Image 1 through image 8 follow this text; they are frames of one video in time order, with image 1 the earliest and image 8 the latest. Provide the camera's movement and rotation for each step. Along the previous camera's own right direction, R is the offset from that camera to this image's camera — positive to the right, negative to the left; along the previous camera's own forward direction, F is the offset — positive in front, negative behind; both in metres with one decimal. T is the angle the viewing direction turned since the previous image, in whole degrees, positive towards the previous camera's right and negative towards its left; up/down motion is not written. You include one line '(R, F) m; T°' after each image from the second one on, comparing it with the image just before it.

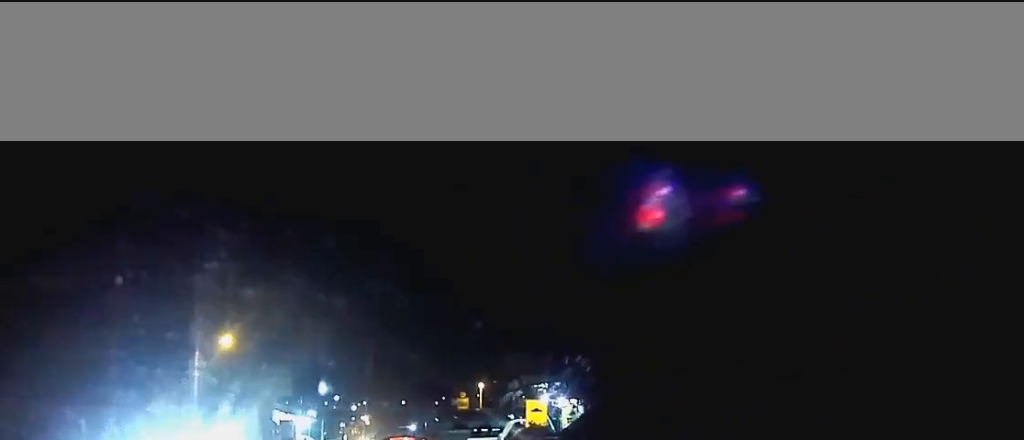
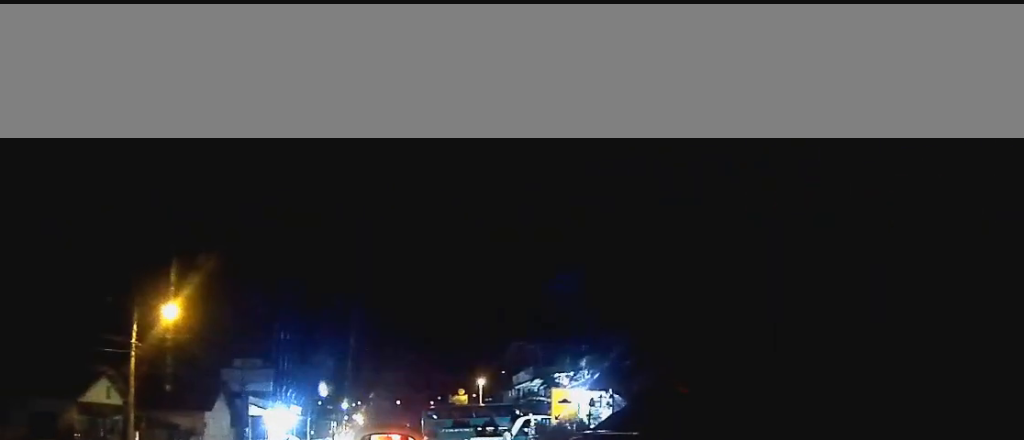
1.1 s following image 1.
(+0.1, +8.9) m; 0°
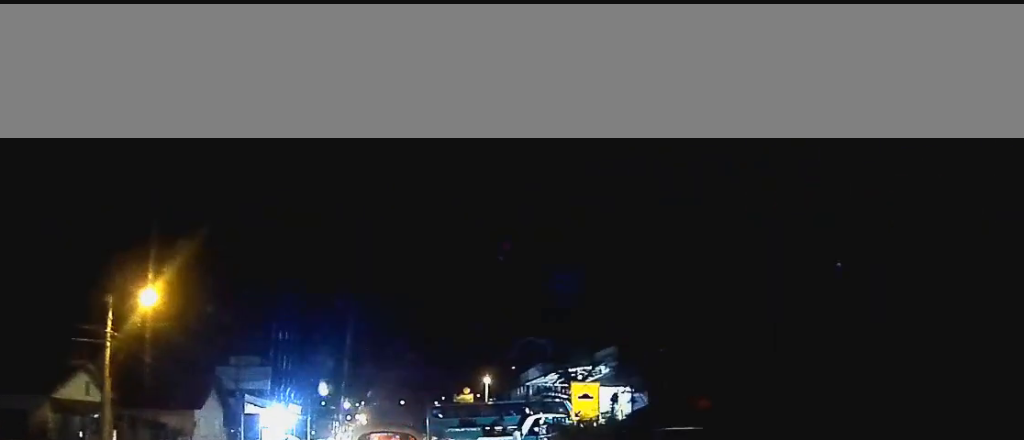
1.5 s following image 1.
(0.0, +3.2) m; 0°
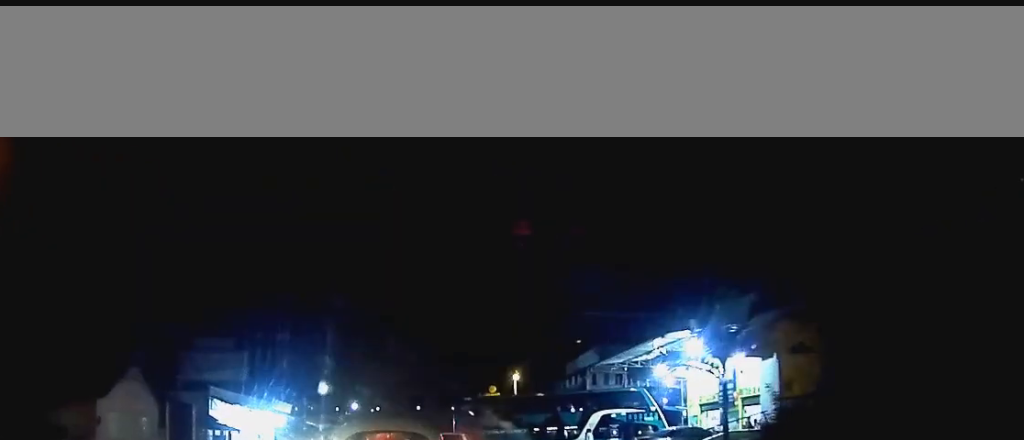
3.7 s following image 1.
(-0.4, +16.0) m; -3°
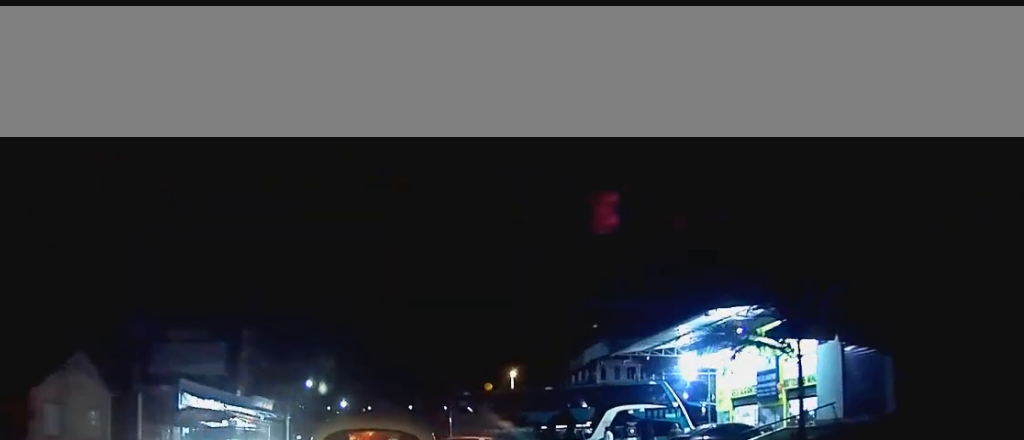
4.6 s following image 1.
(+0.1, +4.6) m; +1°
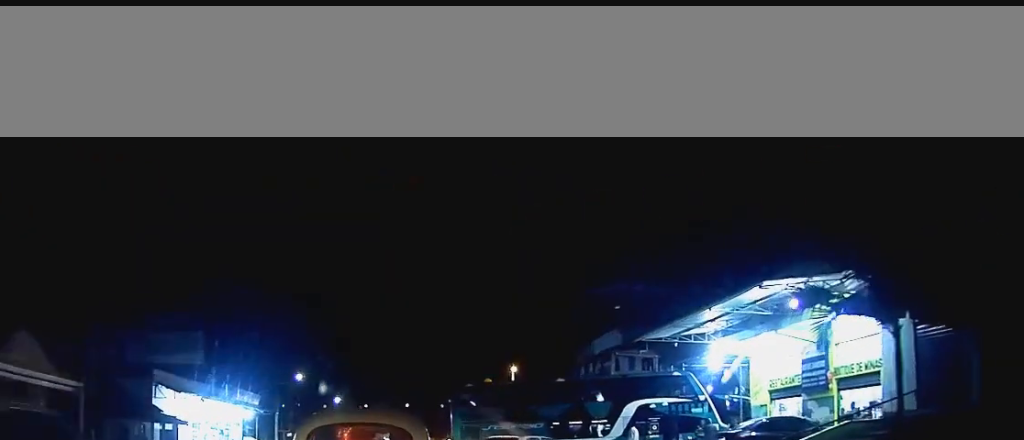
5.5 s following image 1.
(0.0, +3.8) m; 0°
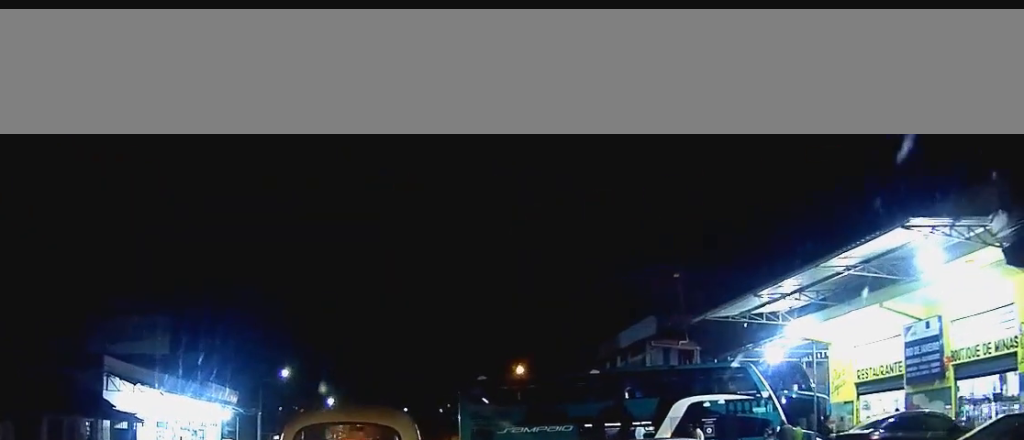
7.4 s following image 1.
(0.0, +6.7) m; 0°
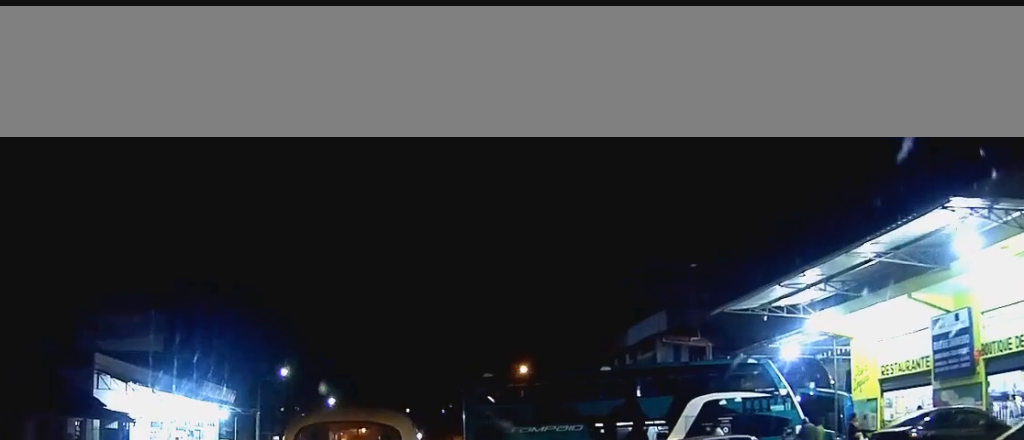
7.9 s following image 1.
(0.0, +1.4) m; 0°
